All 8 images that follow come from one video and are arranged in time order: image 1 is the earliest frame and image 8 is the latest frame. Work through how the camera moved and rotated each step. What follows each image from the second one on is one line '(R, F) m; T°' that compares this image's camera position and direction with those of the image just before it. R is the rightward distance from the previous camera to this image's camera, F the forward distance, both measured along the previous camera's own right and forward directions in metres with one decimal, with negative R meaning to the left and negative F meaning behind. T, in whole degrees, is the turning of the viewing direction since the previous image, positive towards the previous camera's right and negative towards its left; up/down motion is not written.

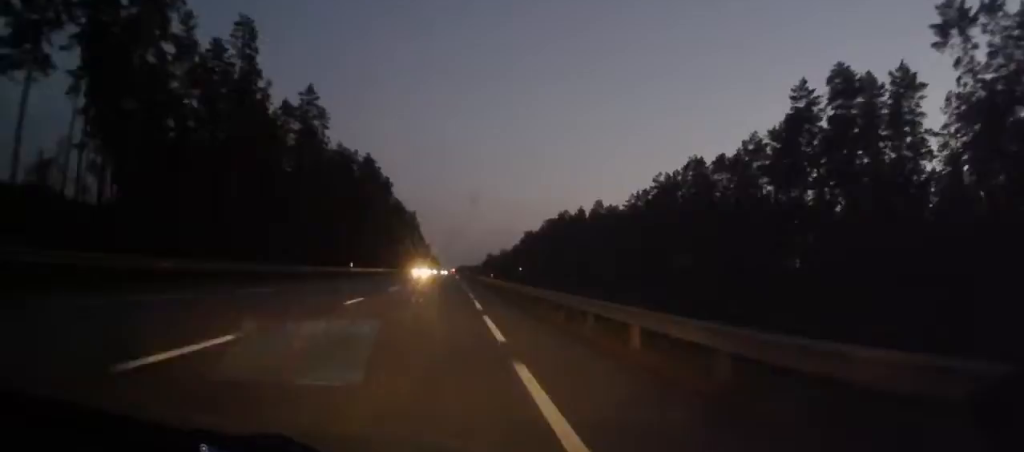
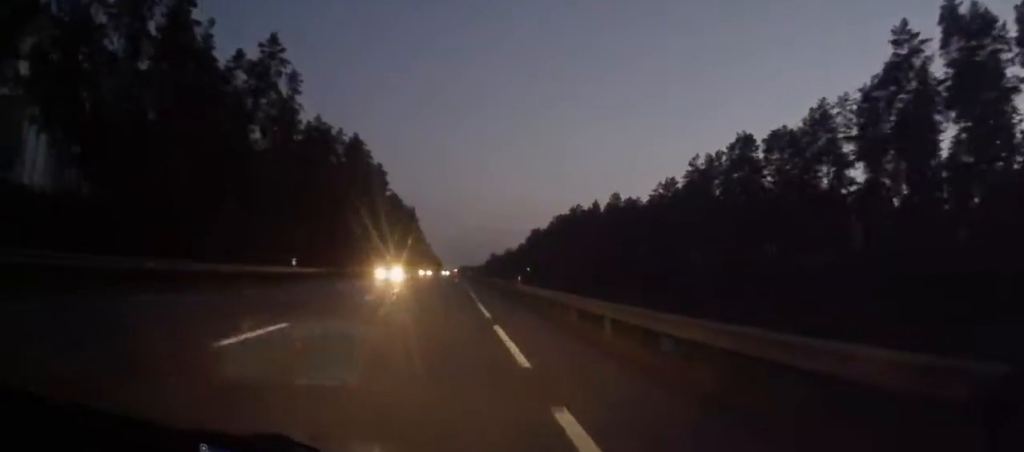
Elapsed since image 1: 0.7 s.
(-0.2, +21.6) m; 0°
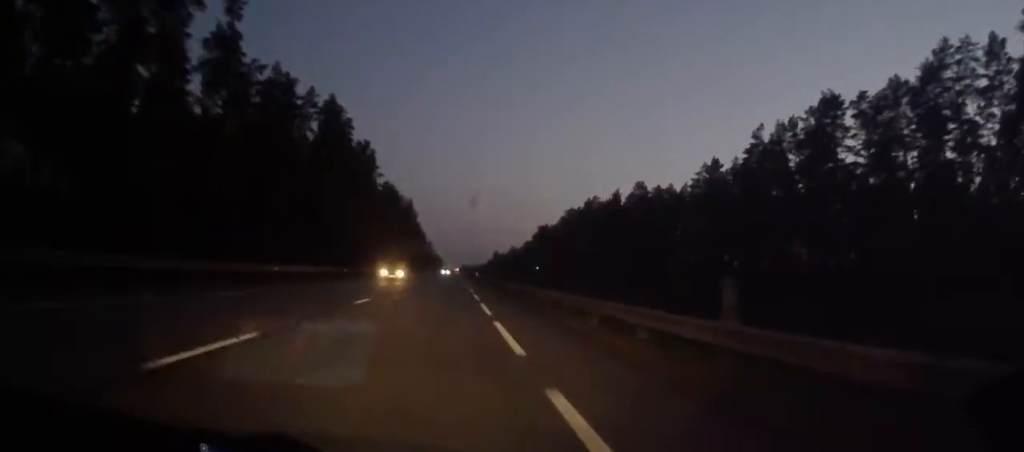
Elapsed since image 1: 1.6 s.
(-0.1, +26.5) m; 0°
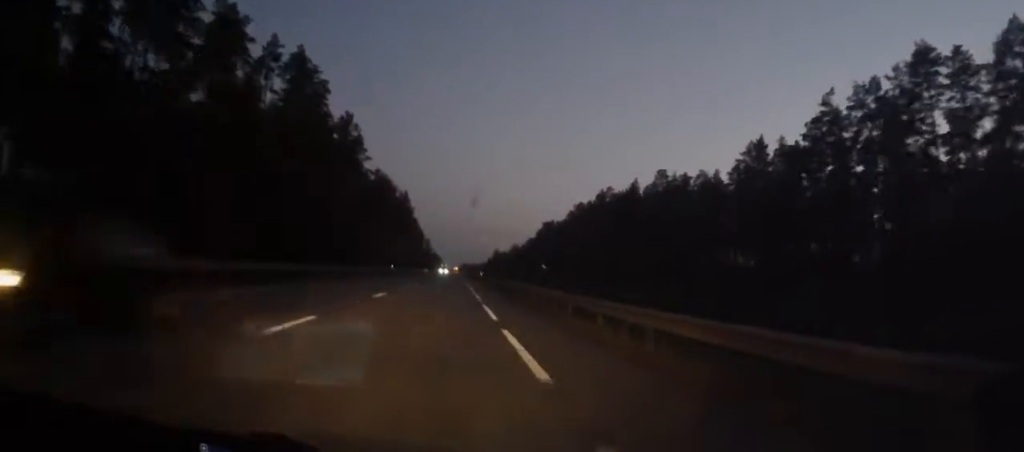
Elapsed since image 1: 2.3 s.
(+0.3, +20.6) m; 0°
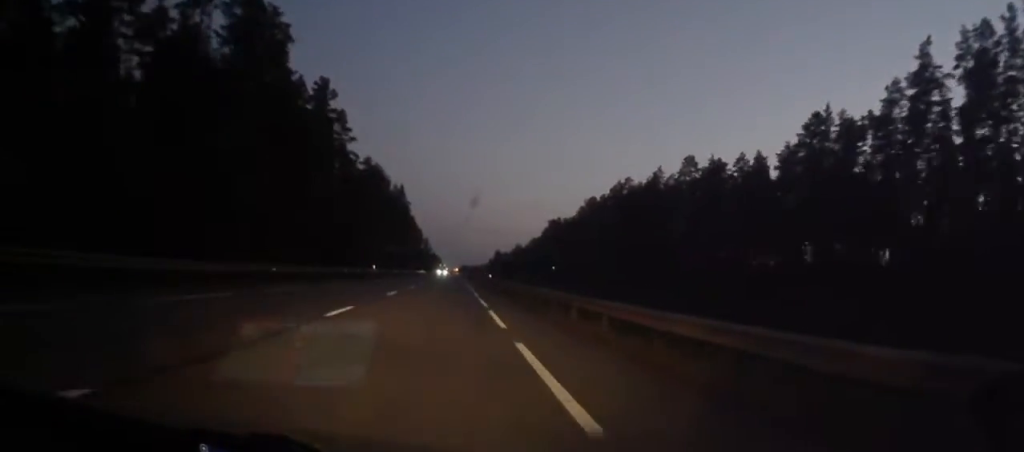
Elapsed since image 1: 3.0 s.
(-0.3, +20.5) m; 0°
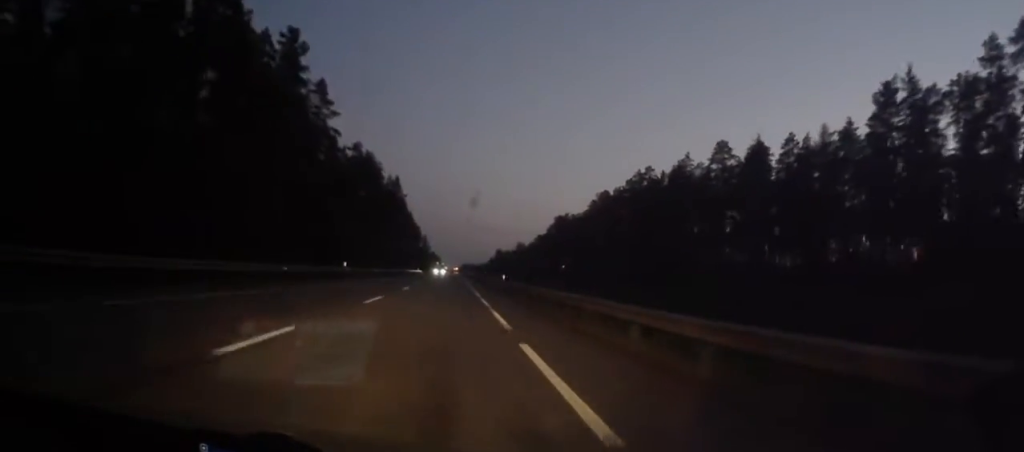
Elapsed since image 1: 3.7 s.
(-0.1, +18.5) m; 0°
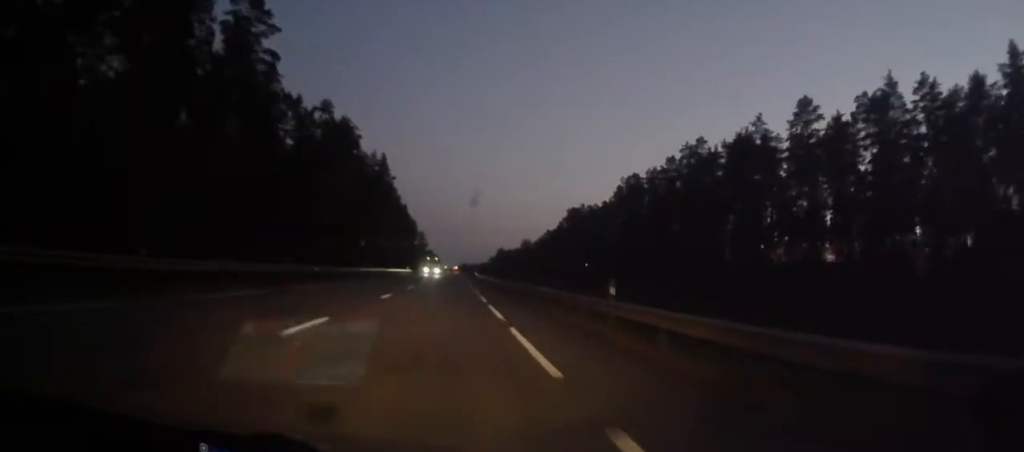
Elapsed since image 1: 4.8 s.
(-0.1, +33.7) m; 0°
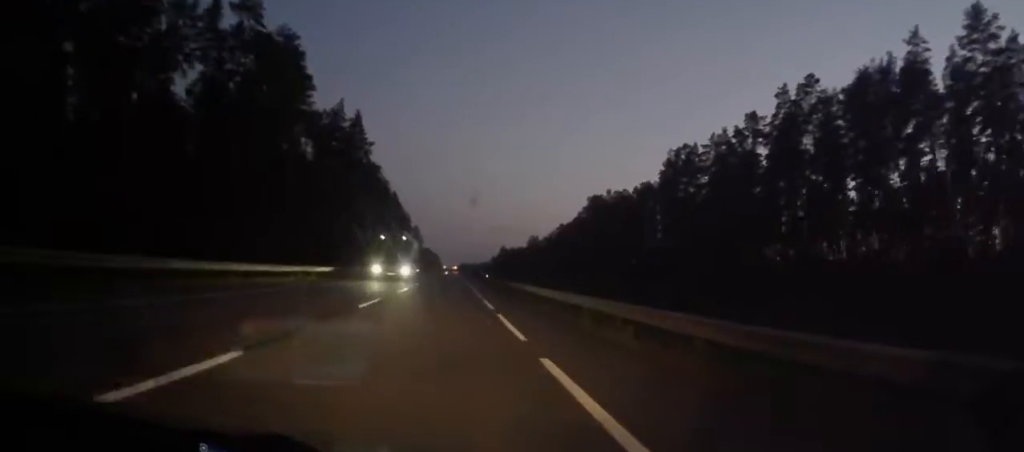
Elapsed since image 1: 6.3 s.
(+0.3, +41.2) m; 0°
